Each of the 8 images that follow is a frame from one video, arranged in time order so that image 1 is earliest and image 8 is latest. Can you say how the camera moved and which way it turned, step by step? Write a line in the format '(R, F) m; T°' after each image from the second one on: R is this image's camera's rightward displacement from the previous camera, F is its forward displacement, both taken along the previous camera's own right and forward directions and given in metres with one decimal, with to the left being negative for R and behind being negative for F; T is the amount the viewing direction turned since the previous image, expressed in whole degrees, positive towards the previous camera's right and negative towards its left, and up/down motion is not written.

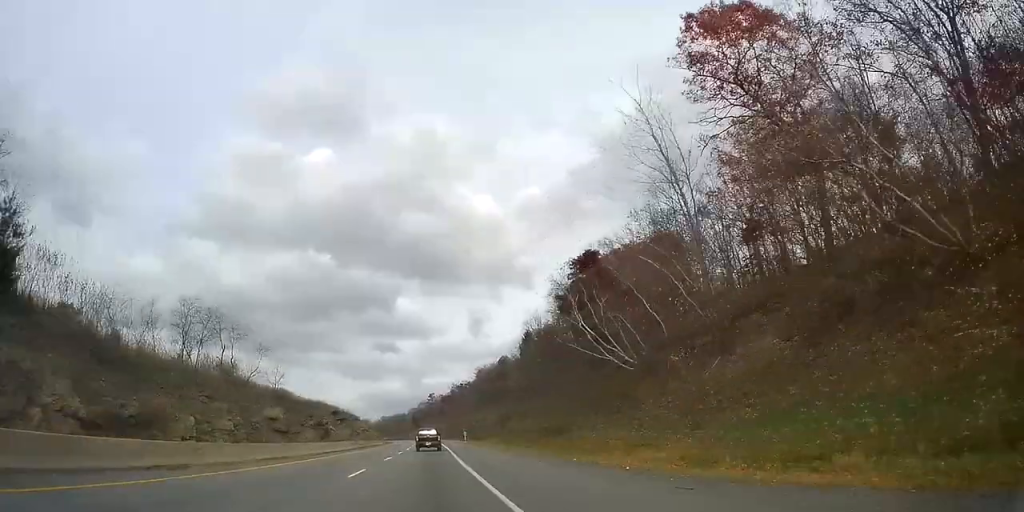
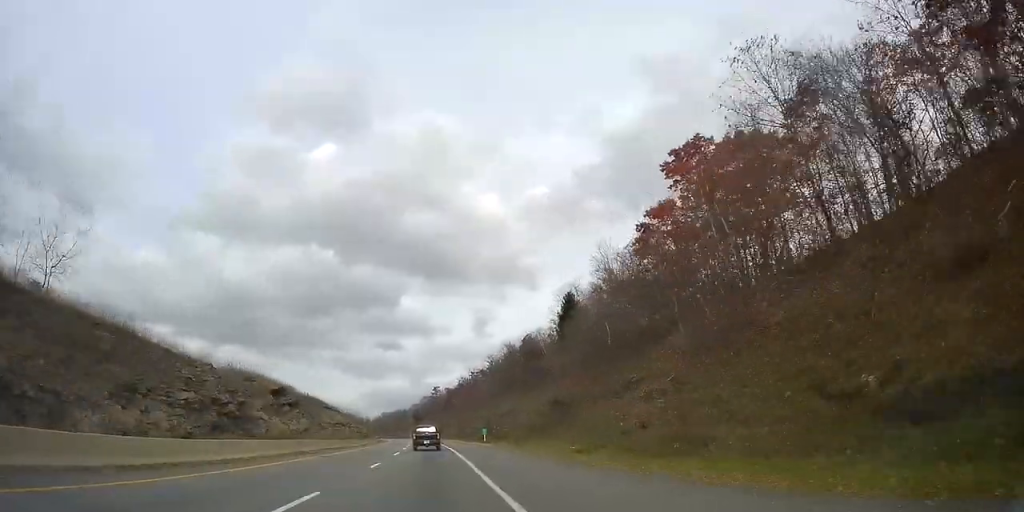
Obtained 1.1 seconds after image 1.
(0.0, +31.3) m; +1°
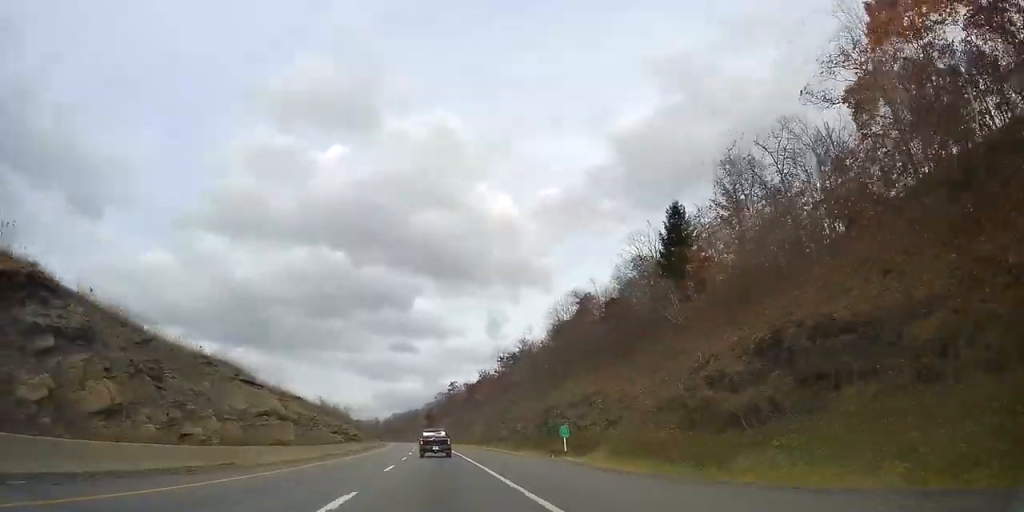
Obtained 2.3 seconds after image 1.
(+0.6, +35.6) m; +1°
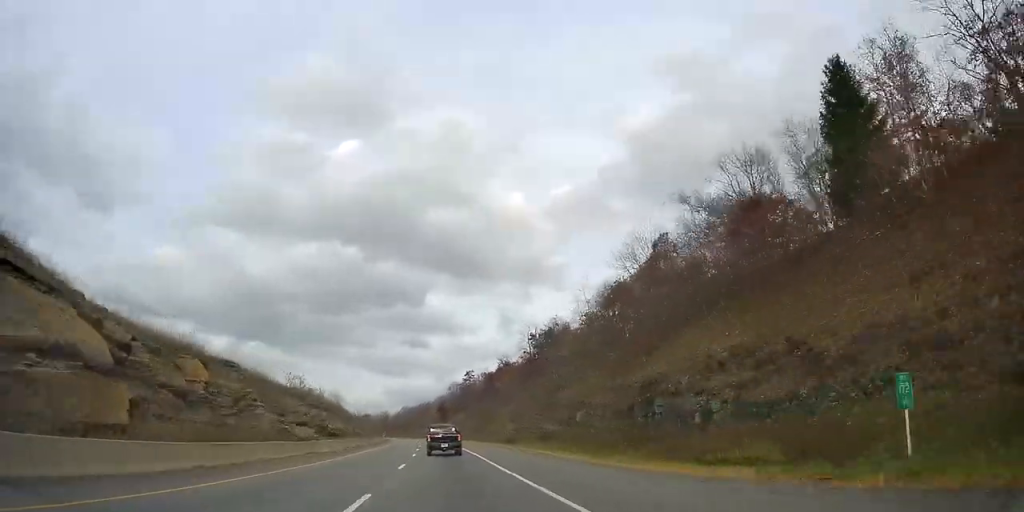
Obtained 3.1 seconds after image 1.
(0.0, +24.0) m; -1°
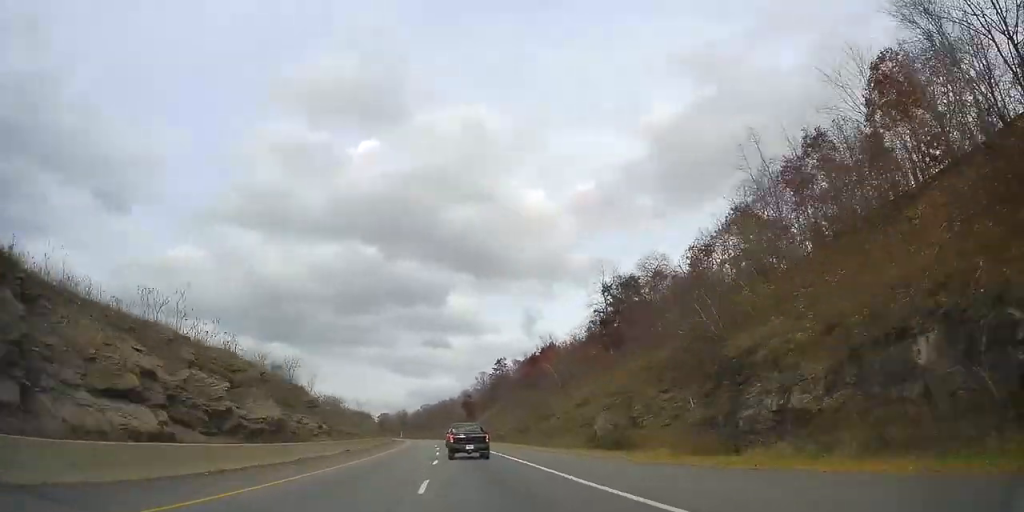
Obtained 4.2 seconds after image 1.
(-0.6, +33.1) m; -1°
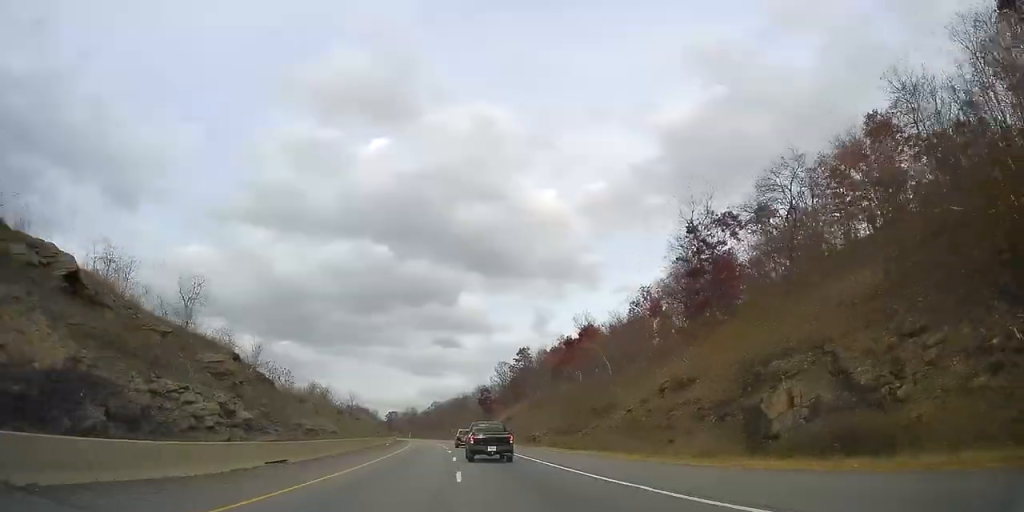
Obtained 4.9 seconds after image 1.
(-0.1, +21.1) m; -1°
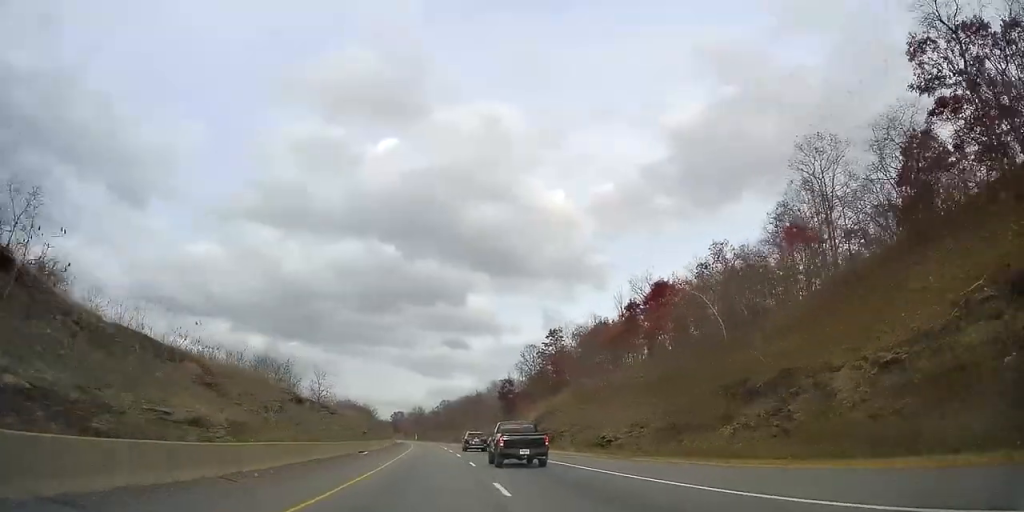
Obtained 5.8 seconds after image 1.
(-0.1, +27.7) m; -2°
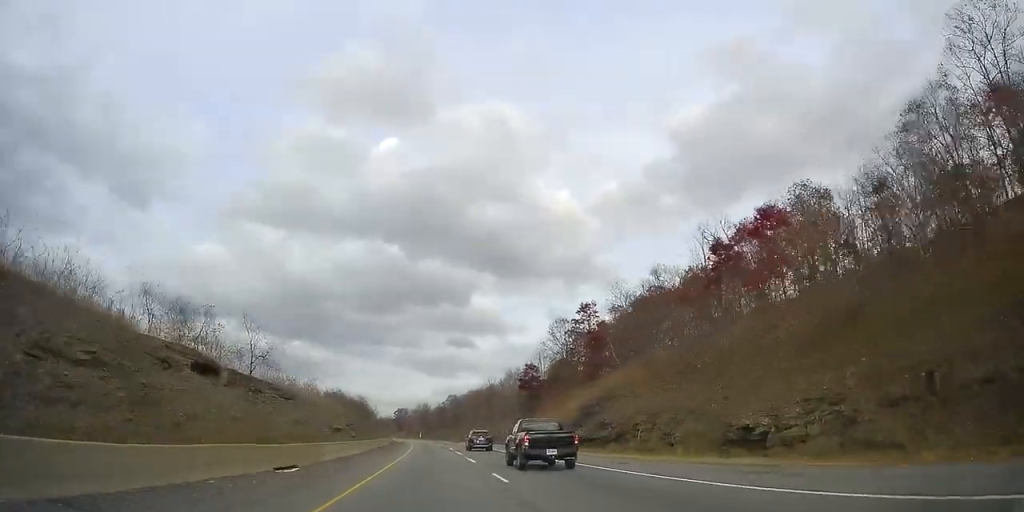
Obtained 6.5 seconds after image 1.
(-0.3, +21.2) m; -2°
